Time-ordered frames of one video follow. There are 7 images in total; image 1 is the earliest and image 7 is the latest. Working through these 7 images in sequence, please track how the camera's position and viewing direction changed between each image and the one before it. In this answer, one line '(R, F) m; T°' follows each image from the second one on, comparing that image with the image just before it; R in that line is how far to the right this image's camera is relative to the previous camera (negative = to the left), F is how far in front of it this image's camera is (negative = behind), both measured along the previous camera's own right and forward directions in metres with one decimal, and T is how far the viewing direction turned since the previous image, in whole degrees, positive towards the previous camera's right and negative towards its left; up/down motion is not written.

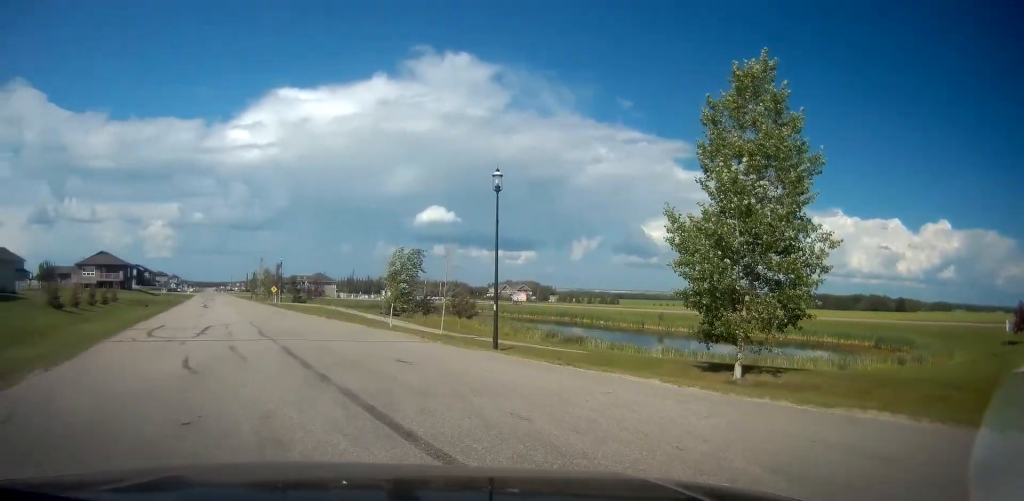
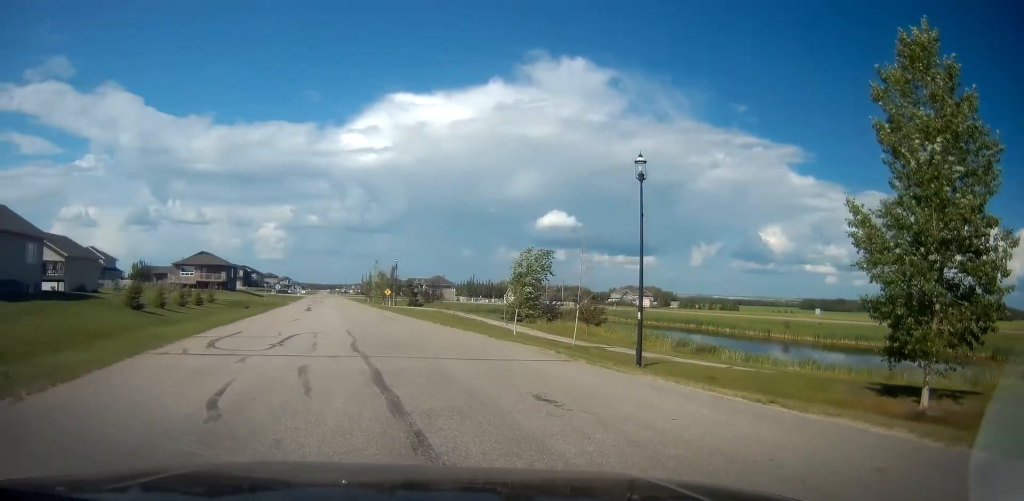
(-0.3, +3.5) m; -7°
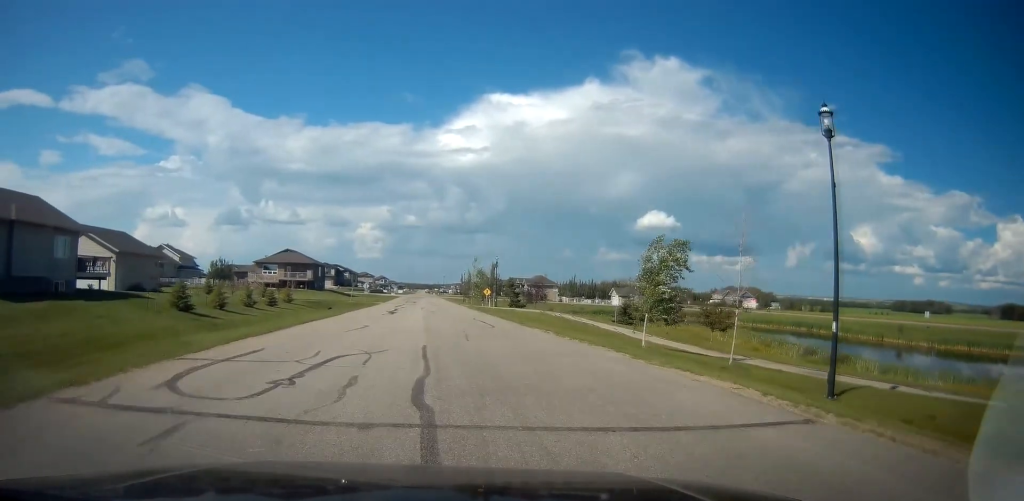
(-0.5, +6.7) m; -9°
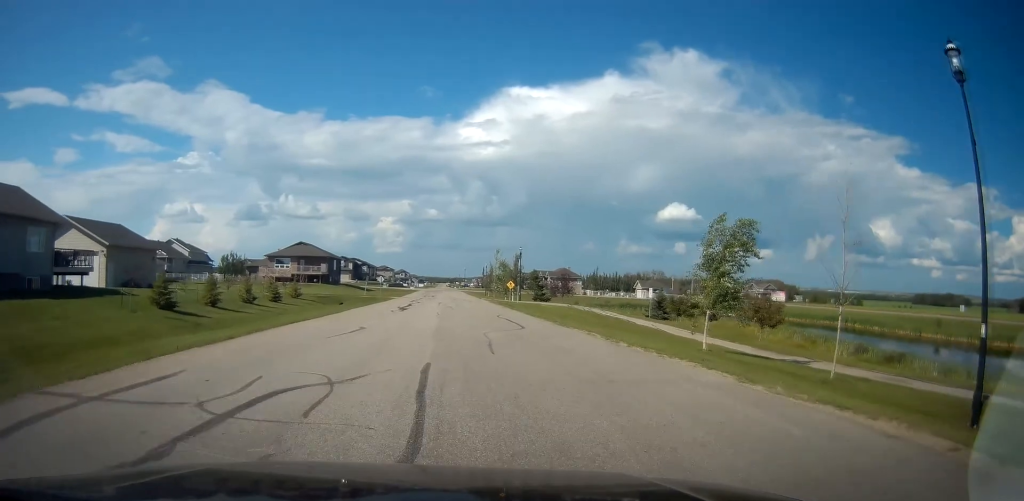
(-0.3, +4.9) m; -3°
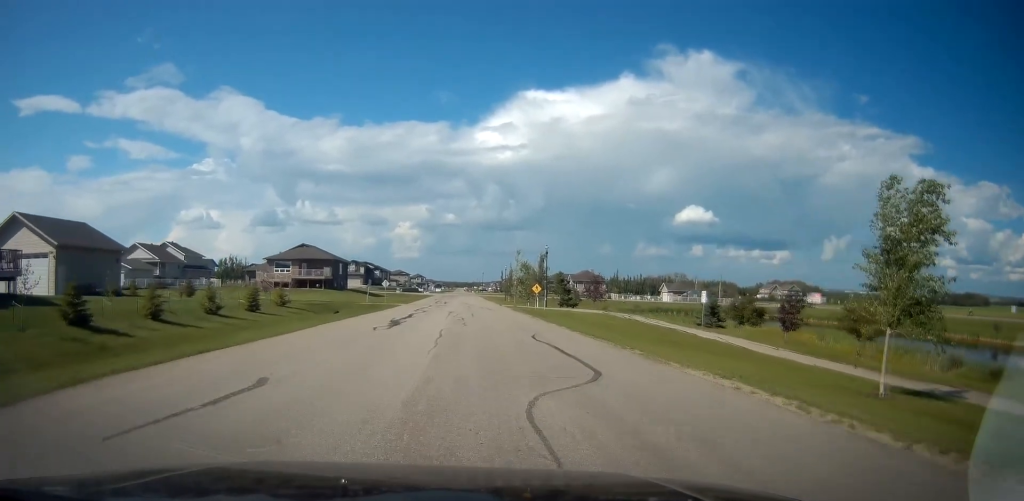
(0.0, +9.8) m; 0°
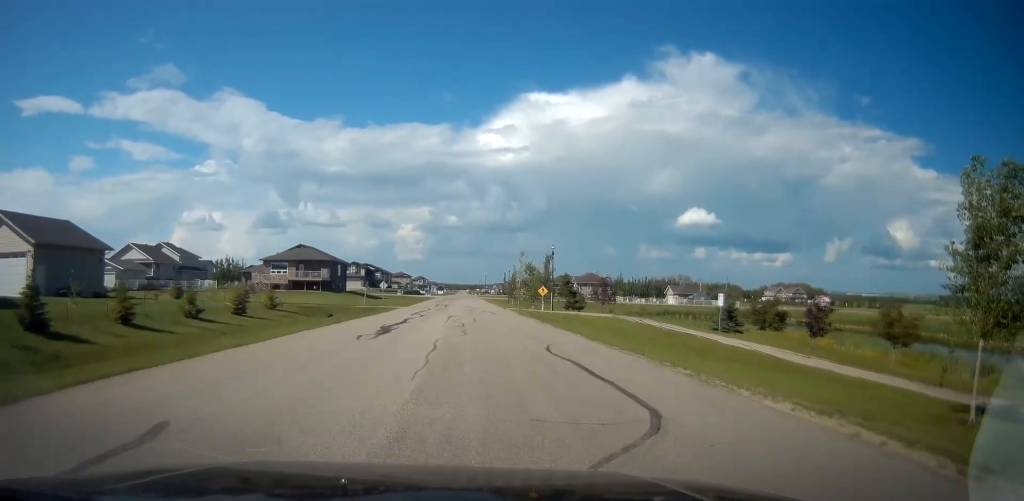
(0.0, +3.1) m; 0°
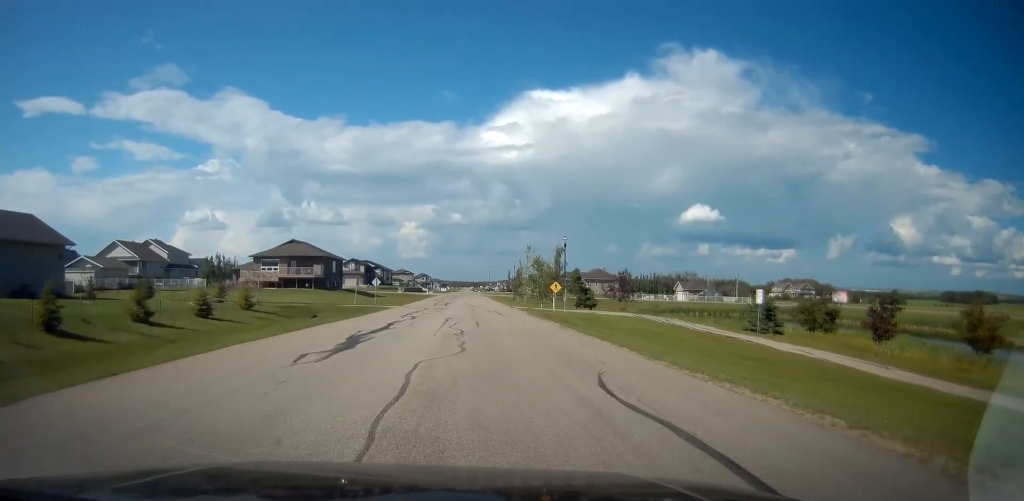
(0.0, +6.3) m; 0°
